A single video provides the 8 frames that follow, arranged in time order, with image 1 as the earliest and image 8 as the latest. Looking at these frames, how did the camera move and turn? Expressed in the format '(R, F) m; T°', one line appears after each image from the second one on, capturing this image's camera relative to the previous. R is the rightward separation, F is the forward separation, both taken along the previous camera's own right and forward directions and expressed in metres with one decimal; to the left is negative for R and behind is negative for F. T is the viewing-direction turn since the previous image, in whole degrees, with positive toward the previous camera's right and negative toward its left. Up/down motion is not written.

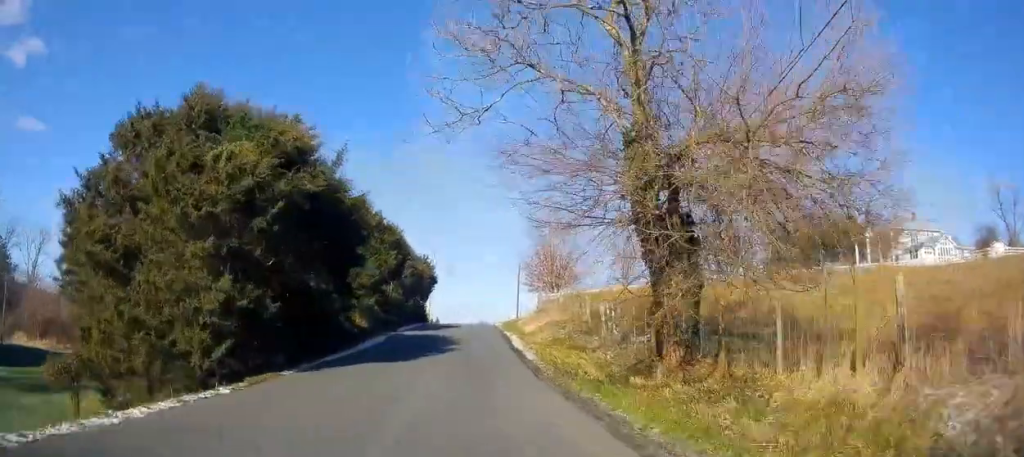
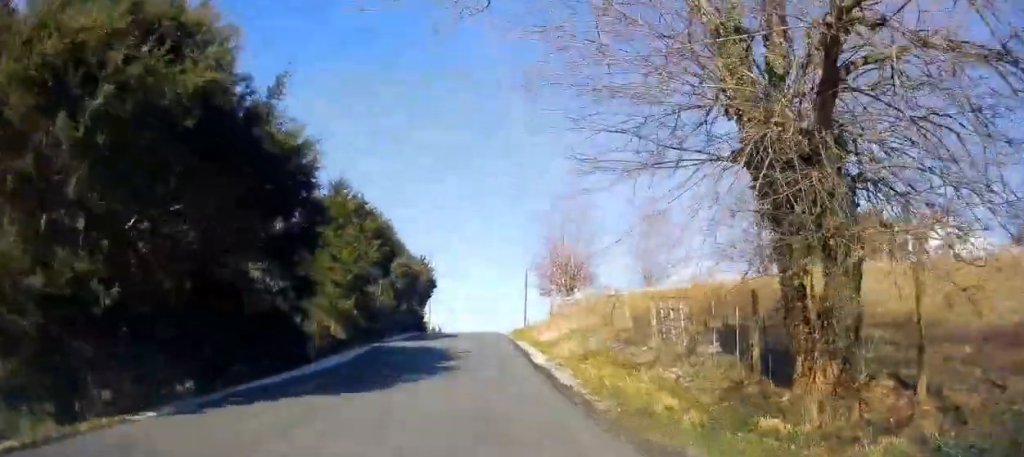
(0.0, +6.4) m; 0°
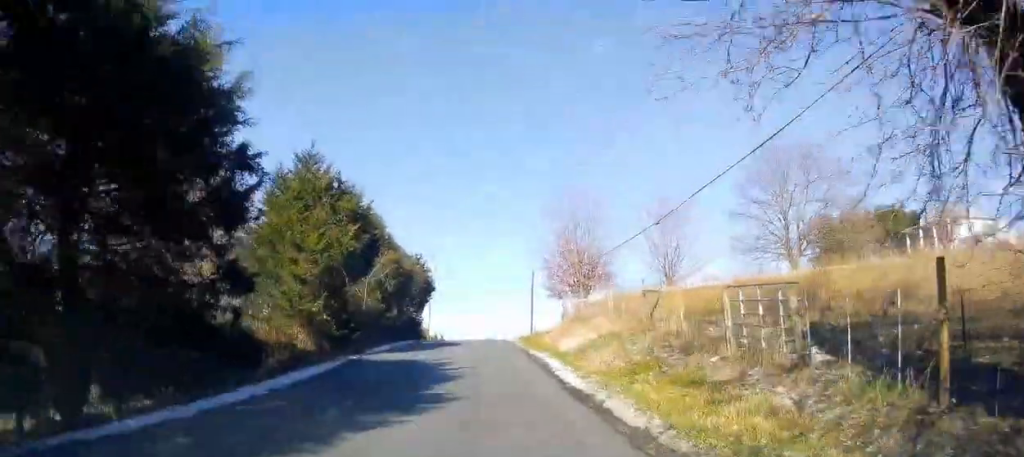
(-0.3, +5.2) m; 0°
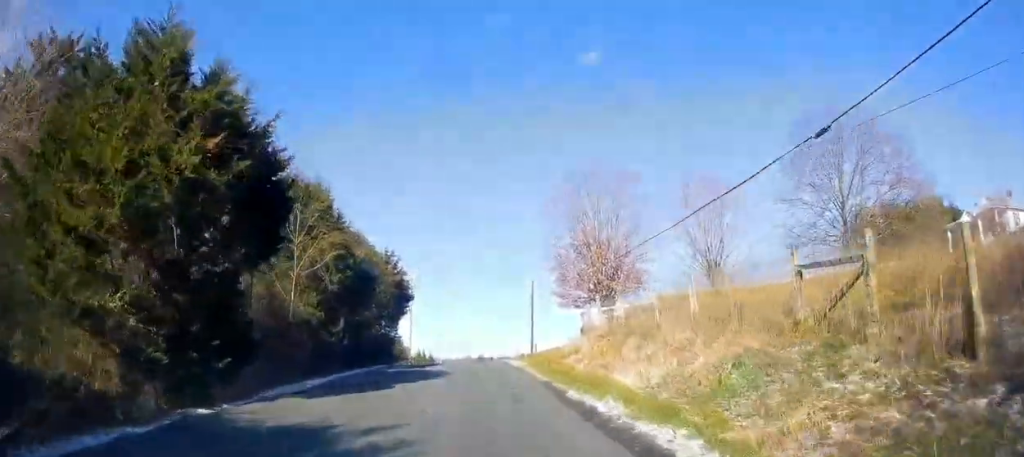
(+0.3, +10.7) m; 0°
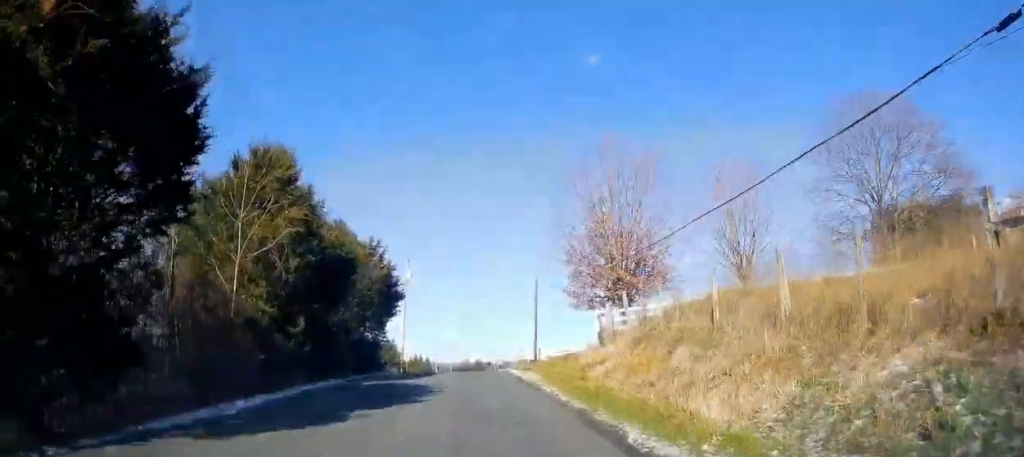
(+0.1, +4.7) m; 0°
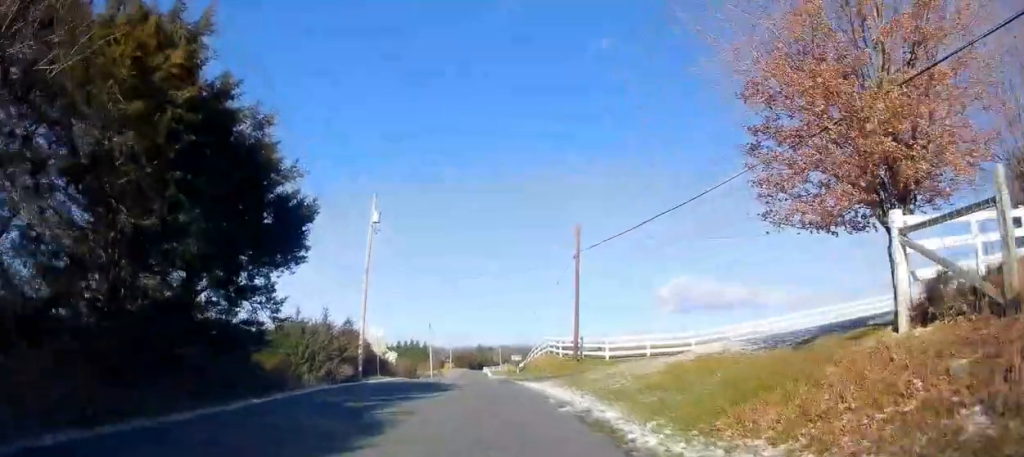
(-0.4, +19.9) m; +1°
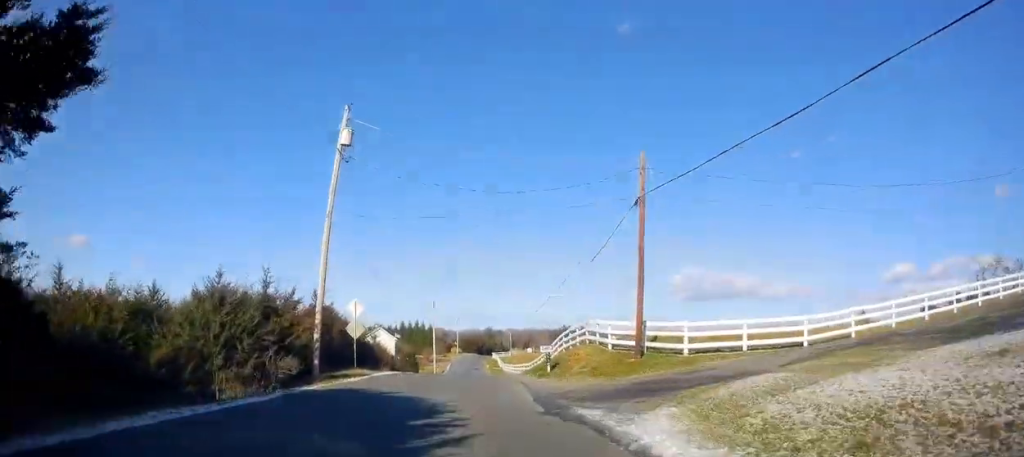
(-0.1, +10.9) m; -4°
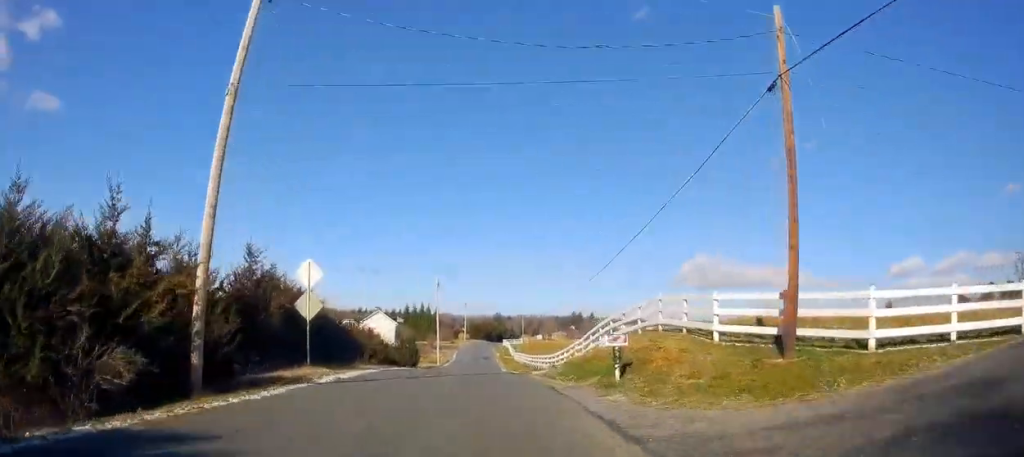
(-0.5, +10.2) m; -1°
